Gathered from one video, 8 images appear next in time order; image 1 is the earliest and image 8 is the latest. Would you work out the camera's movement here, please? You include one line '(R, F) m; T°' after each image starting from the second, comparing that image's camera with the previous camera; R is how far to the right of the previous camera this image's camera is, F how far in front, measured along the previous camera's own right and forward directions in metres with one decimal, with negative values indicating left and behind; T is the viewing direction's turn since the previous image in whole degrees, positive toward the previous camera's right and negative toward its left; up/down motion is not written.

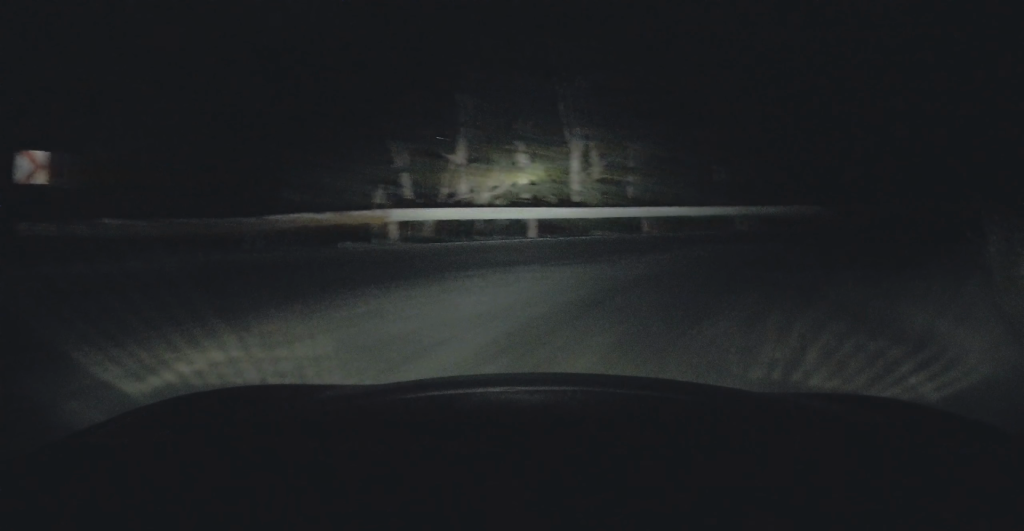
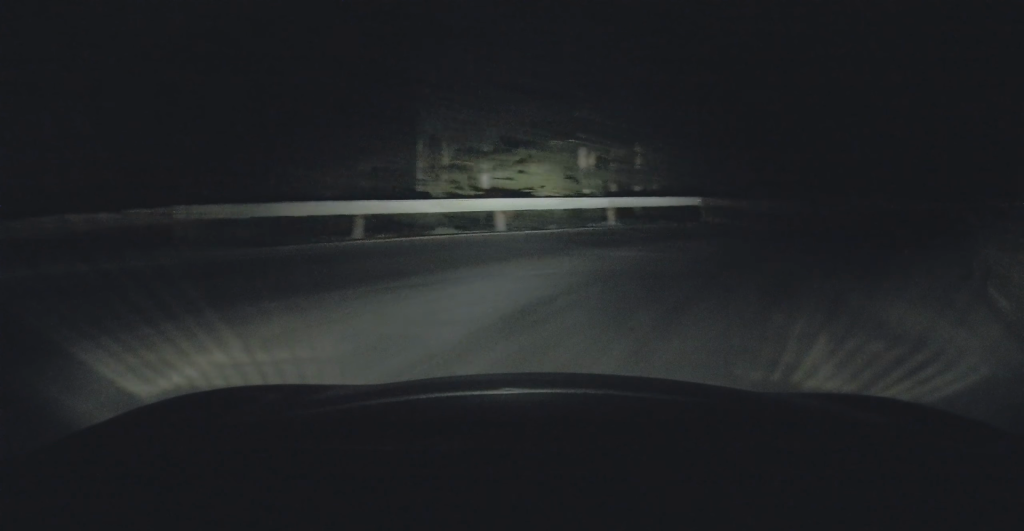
(+0.7, +3.6) m; +19°
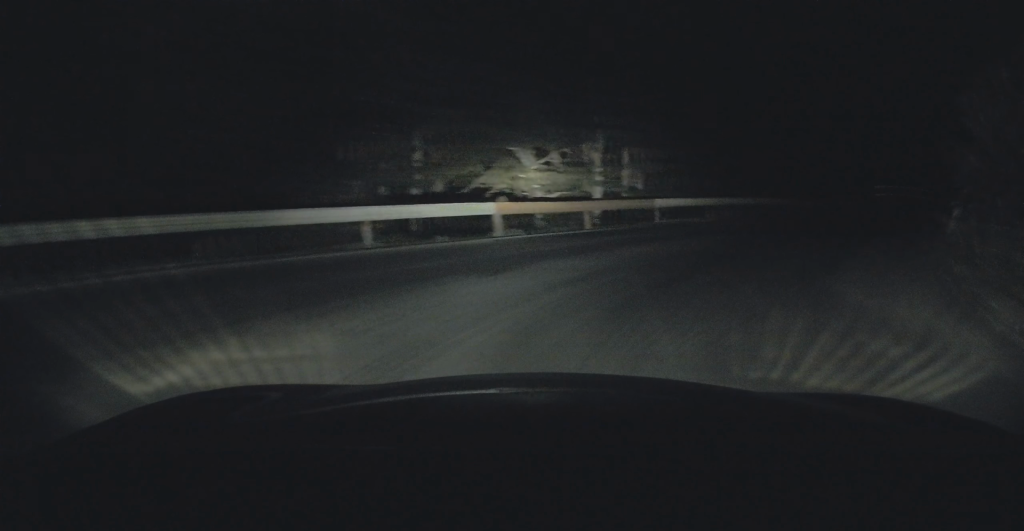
(+1.6, +5.6) m; +25°
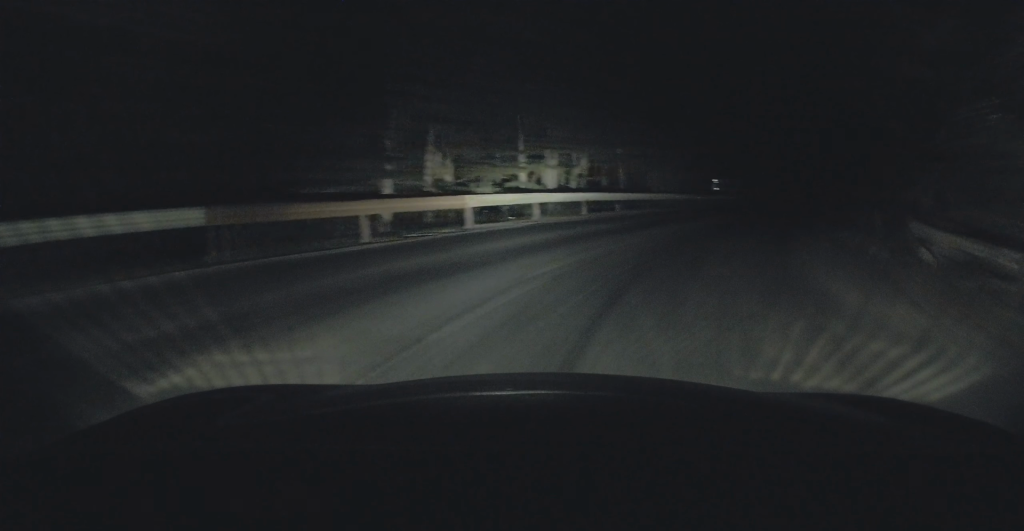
(+1.3, +6.3) m; +18°
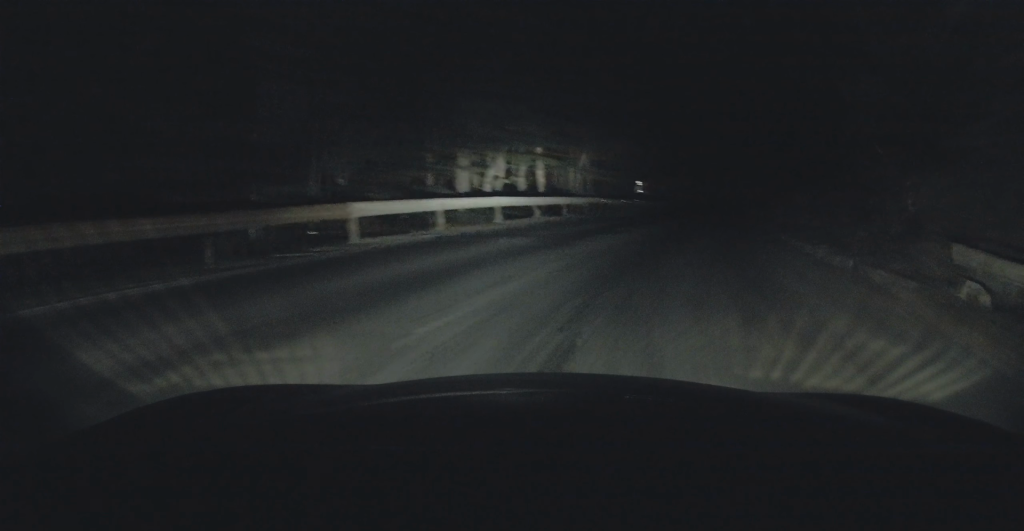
(+0.1, +3.2) m; +6°
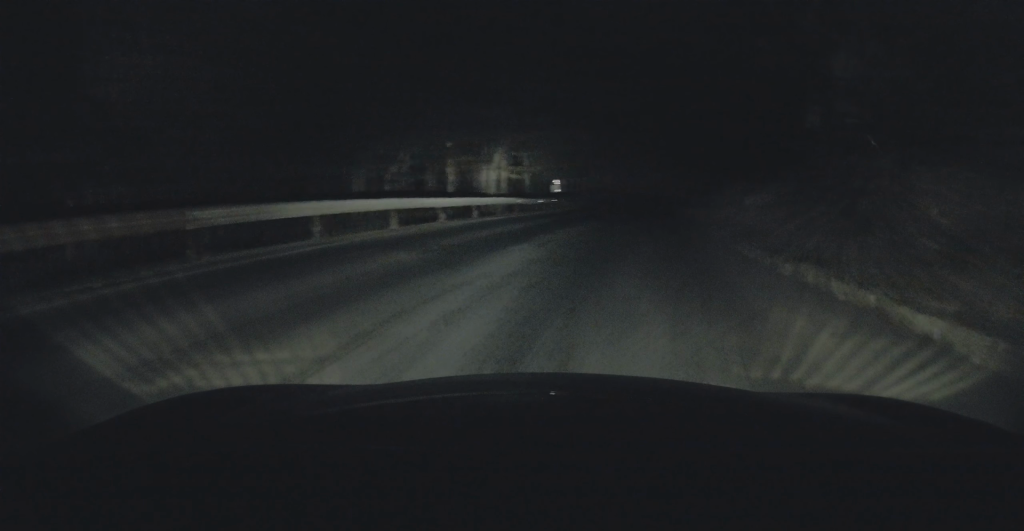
(+0.3, +3.1) m; +4°
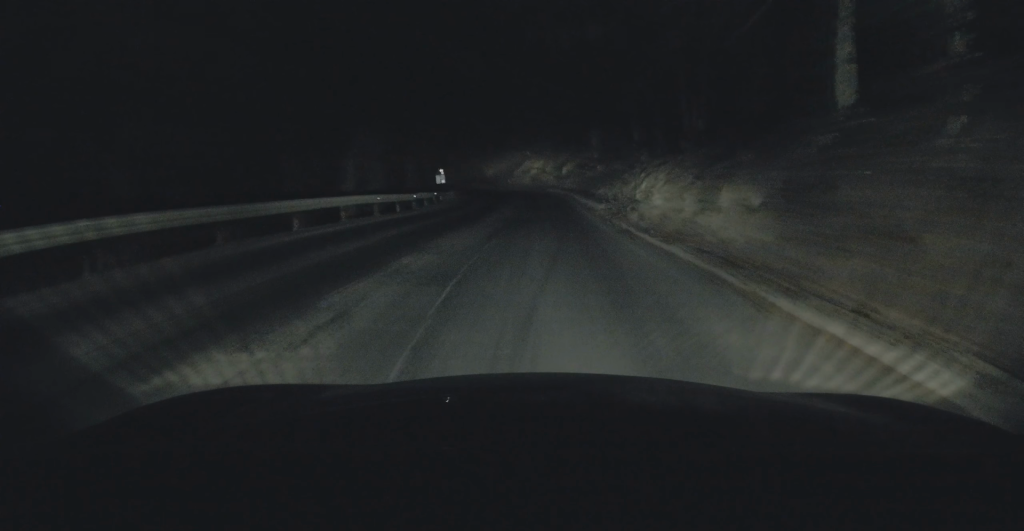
(+0.6, +7.8) m; +6°
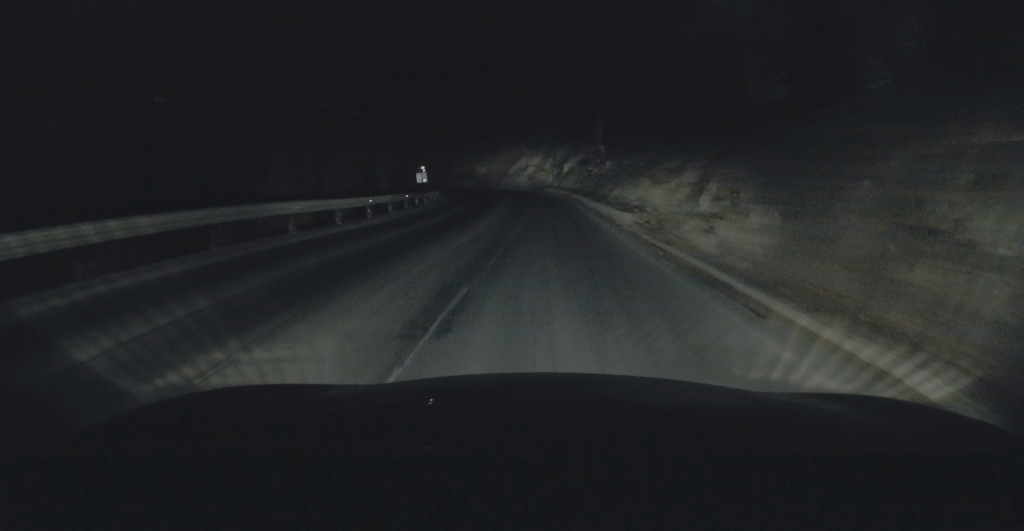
(+0.1, +6.9) m; +2°
